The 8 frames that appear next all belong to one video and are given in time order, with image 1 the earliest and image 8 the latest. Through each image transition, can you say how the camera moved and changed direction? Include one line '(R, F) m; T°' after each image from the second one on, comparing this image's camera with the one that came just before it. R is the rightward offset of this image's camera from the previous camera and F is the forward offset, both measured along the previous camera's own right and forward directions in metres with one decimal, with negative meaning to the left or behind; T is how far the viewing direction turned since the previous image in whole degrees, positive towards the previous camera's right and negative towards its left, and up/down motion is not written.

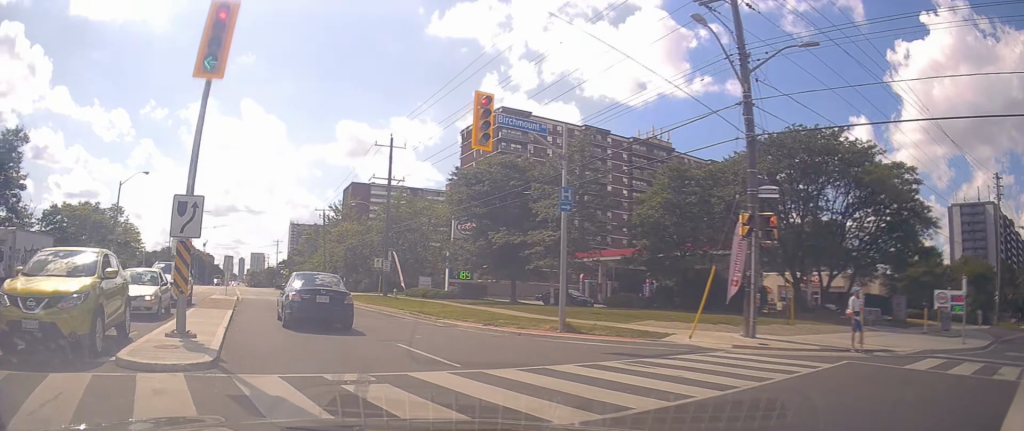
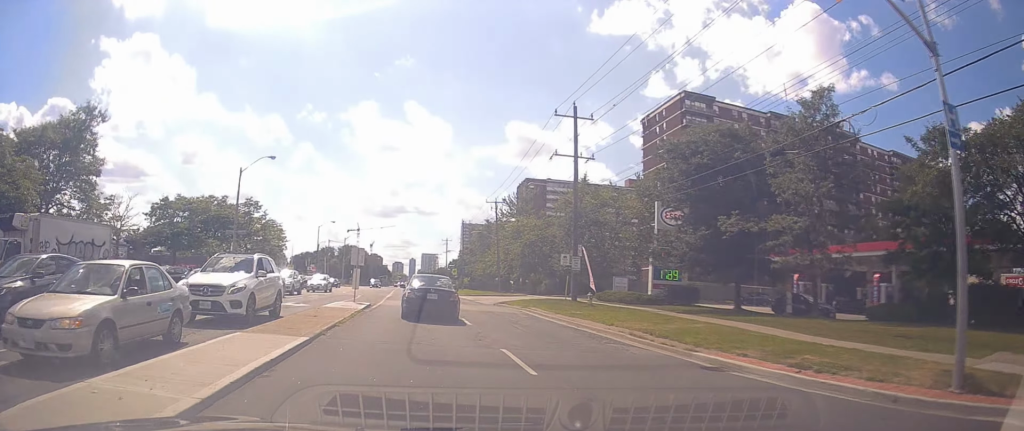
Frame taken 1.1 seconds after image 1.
(-1.6, +8.5) m; -19°
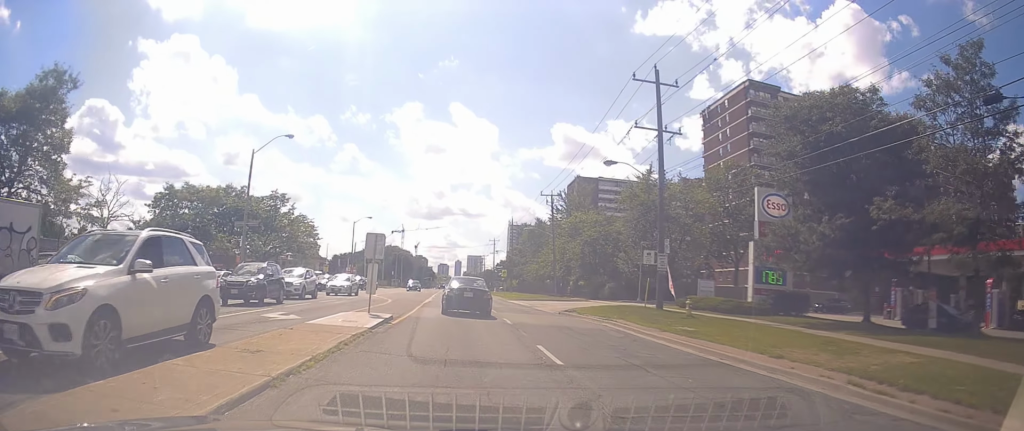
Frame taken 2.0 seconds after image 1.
(-0.8, +7.5) m; -12°
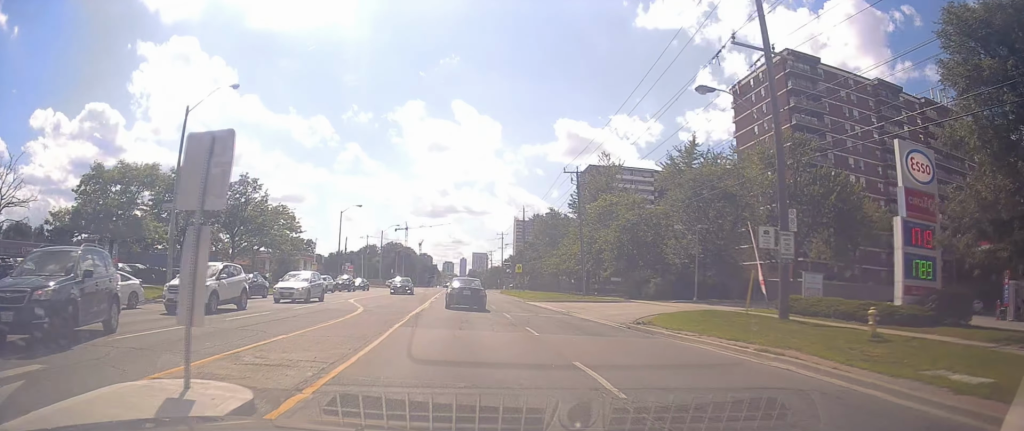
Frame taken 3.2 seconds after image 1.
(-1.0, +11.6) m; -4°
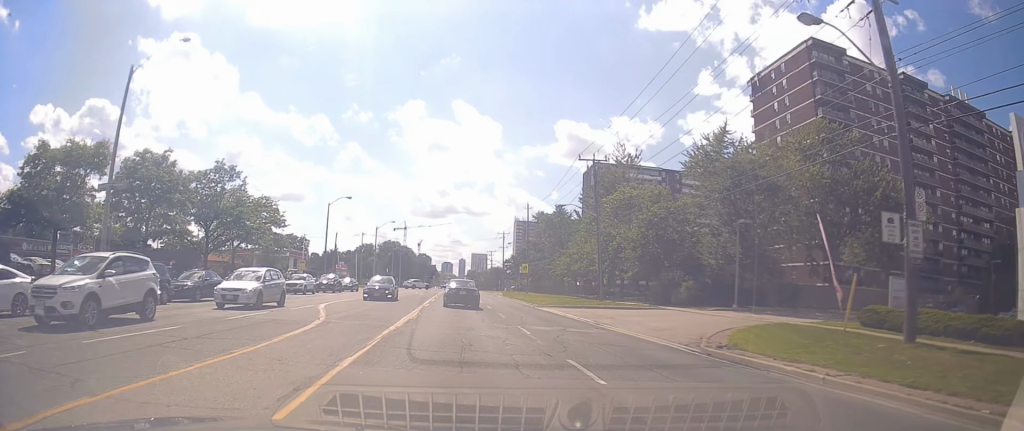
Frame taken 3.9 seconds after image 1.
(-0.1, +6.7) m; +2°
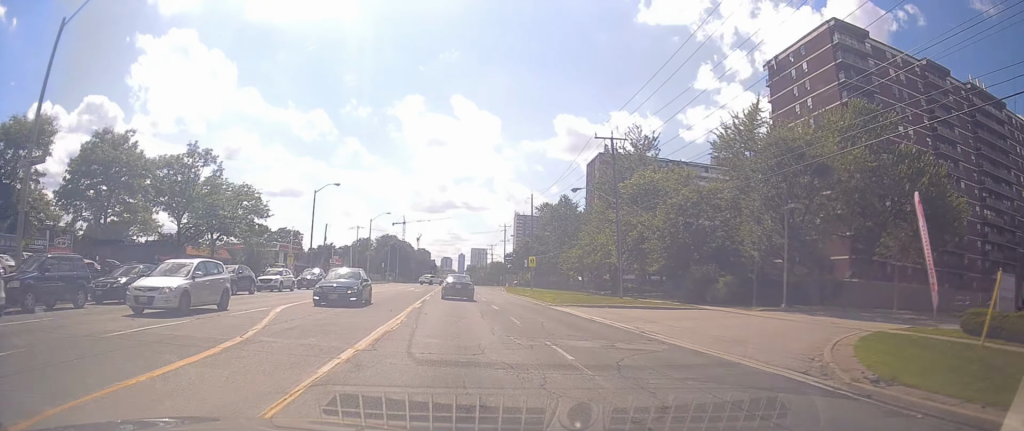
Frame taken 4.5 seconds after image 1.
(+0.3, +6.1) m; -1°
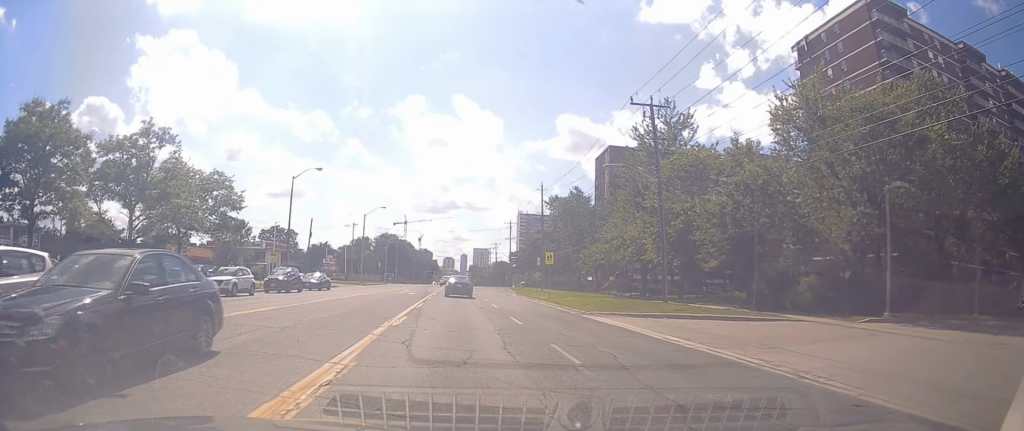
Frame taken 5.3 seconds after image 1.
(-0.1, +8.8) m; -2°
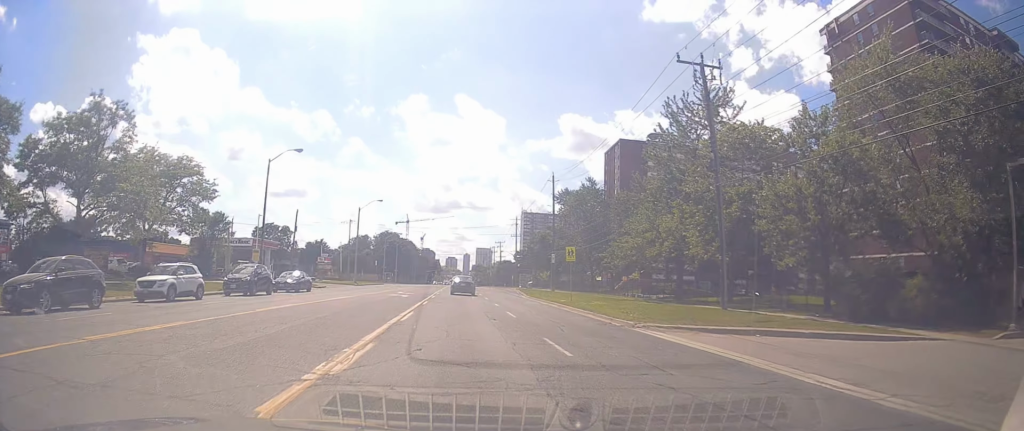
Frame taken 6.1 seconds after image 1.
(-0.5, +7.4) m; 0°
